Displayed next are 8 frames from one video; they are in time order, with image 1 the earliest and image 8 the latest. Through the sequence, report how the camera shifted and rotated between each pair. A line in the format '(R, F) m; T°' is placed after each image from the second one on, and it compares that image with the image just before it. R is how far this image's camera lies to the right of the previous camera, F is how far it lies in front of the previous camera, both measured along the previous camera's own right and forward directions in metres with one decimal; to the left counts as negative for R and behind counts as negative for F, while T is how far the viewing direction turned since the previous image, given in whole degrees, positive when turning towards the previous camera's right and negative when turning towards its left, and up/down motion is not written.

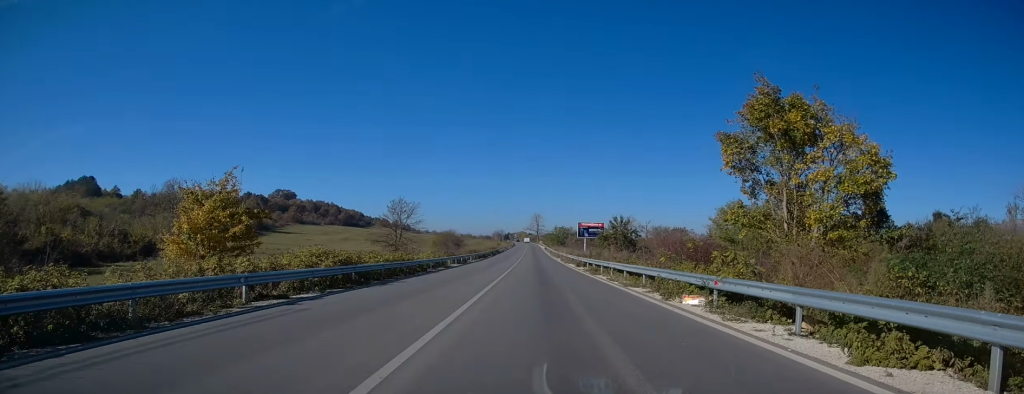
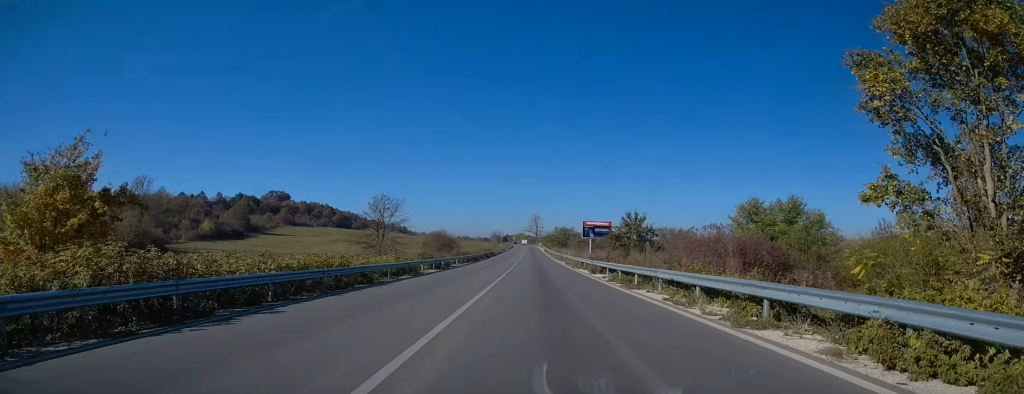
(-0.2, +10.3) m; 0°
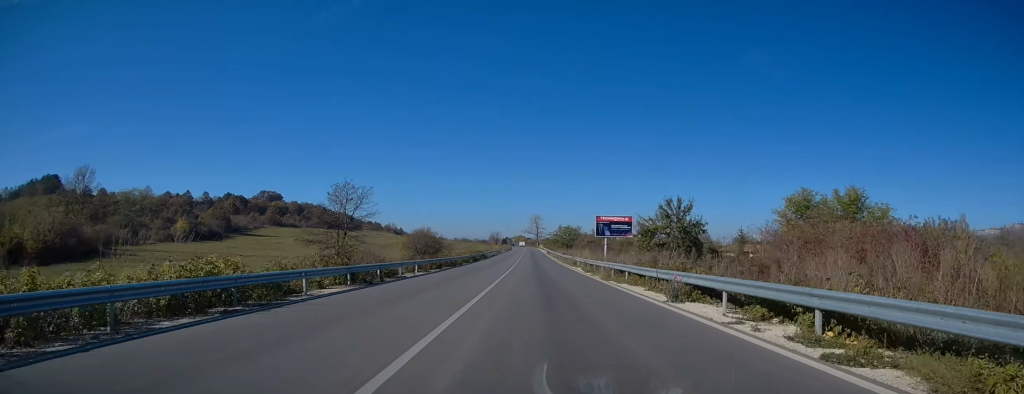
(+0.2, +17.2) m; 0°
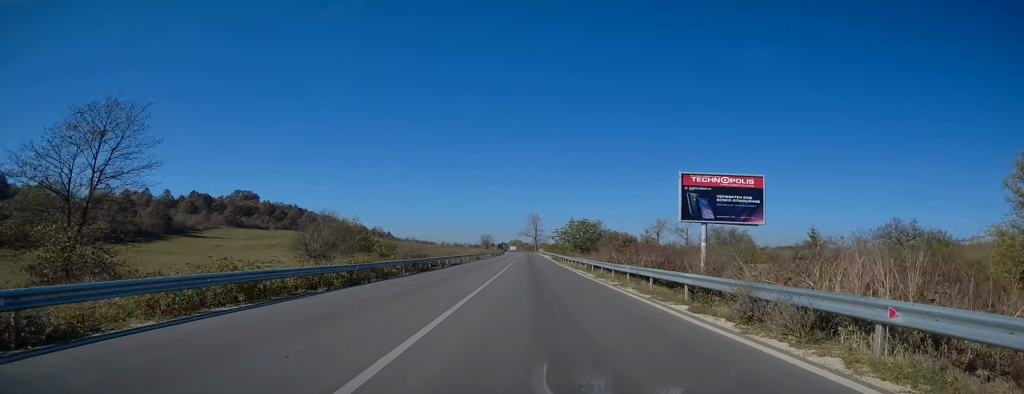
(-0.4, +40.1) m; -1°
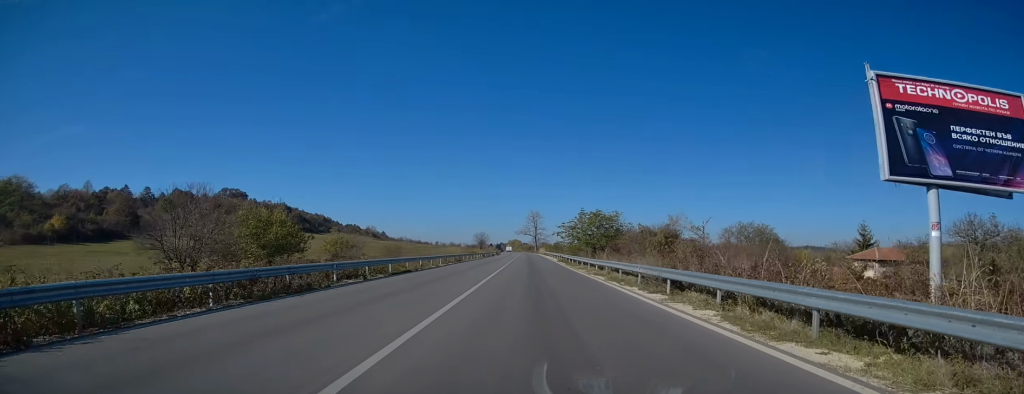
(+0.1, +18.1) m; +1°
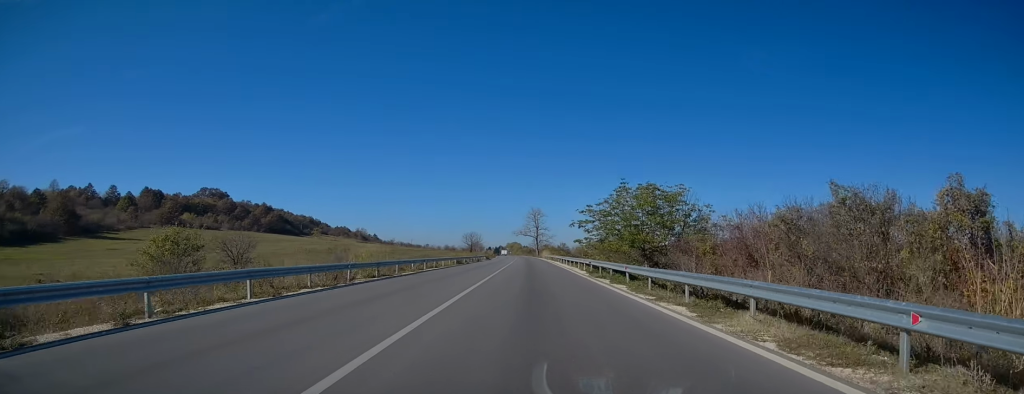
(+0.5, +30.4) m; 0°
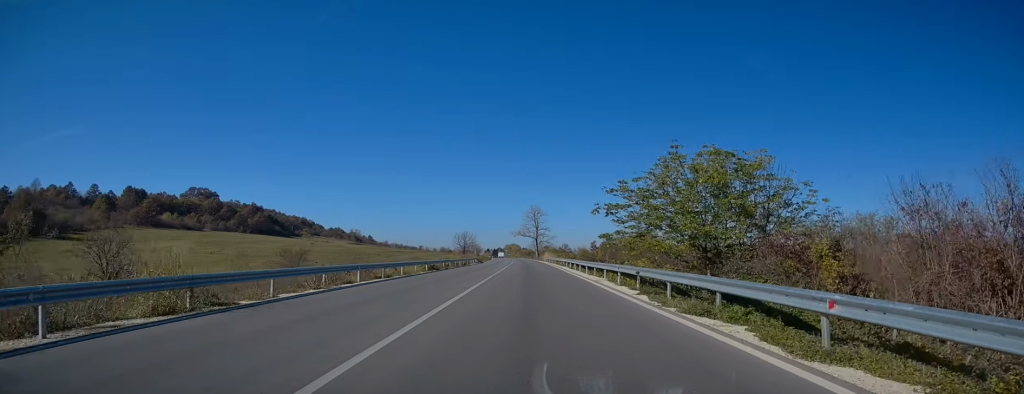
(-0.3, +14.7) m; -1°
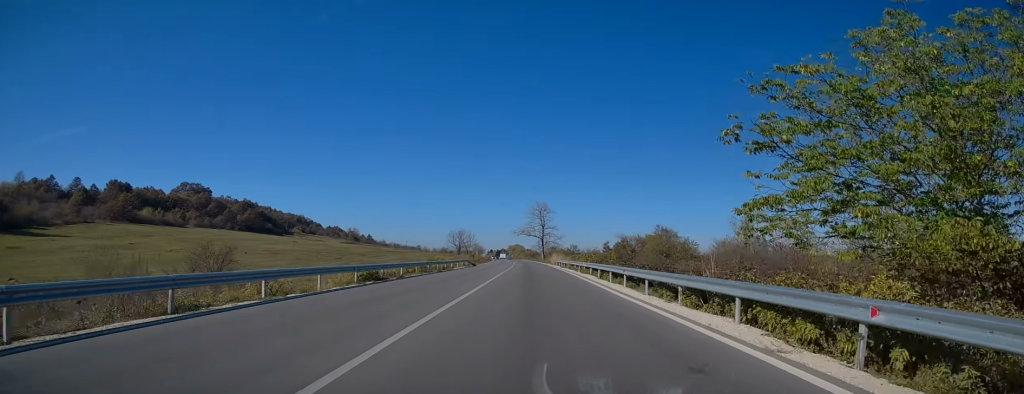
(-0.2, +16.9) m; 0°
